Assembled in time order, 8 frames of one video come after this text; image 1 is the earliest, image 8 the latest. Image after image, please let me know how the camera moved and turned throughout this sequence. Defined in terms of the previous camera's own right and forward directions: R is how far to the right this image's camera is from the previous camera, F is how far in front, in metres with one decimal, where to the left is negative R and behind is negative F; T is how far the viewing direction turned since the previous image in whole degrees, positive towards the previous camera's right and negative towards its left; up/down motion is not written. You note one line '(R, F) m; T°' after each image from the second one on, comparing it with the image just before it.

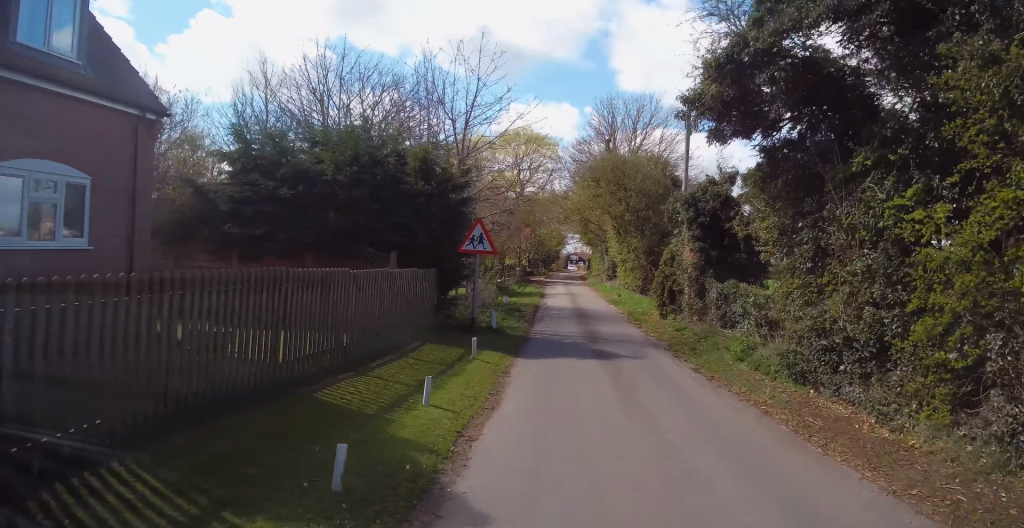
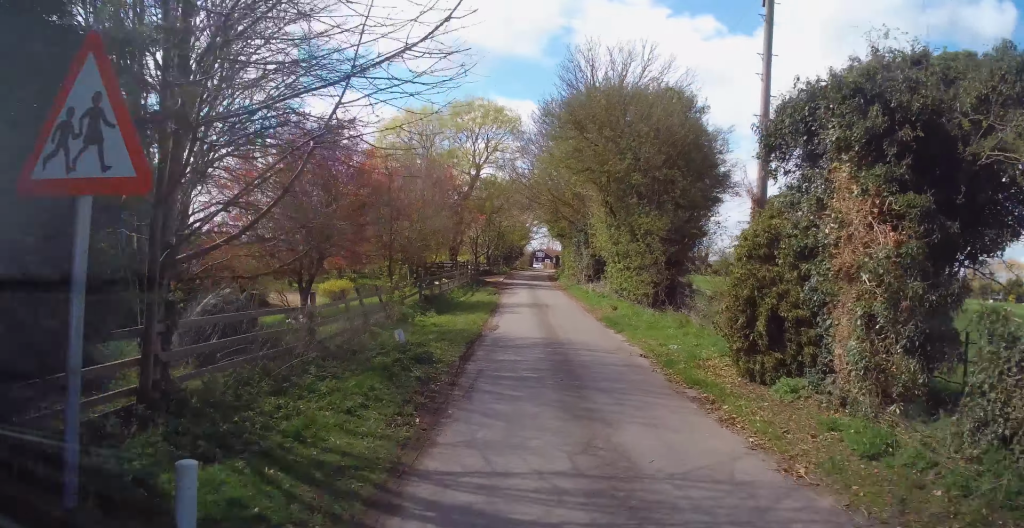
(-0.5, +11.0) m; +3°
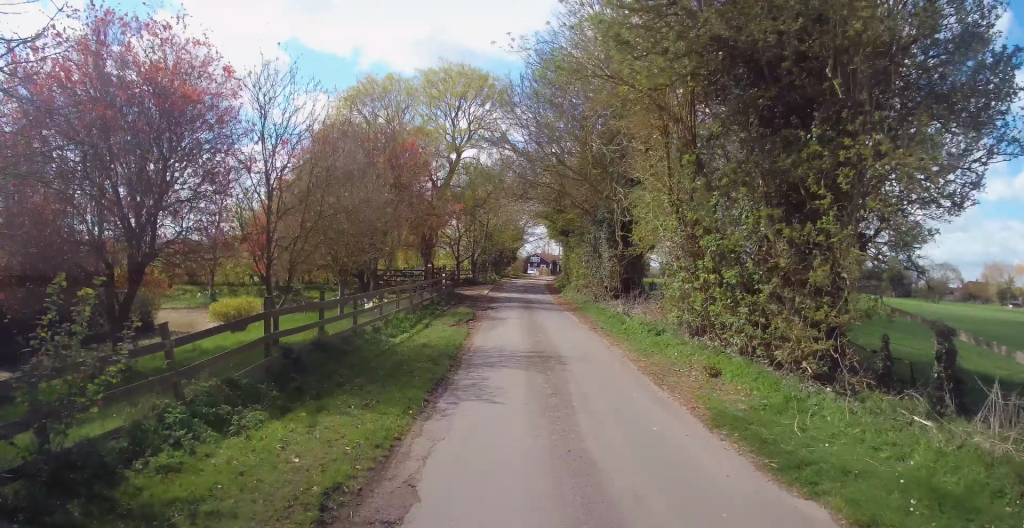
(+0.9, +11.3) m; 0°
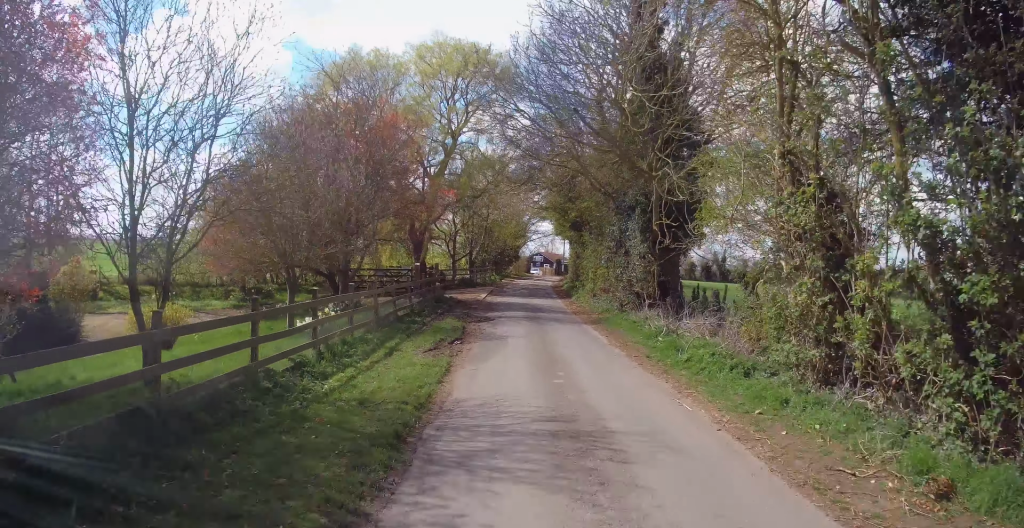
(-0.5, +4.8) m; -1°
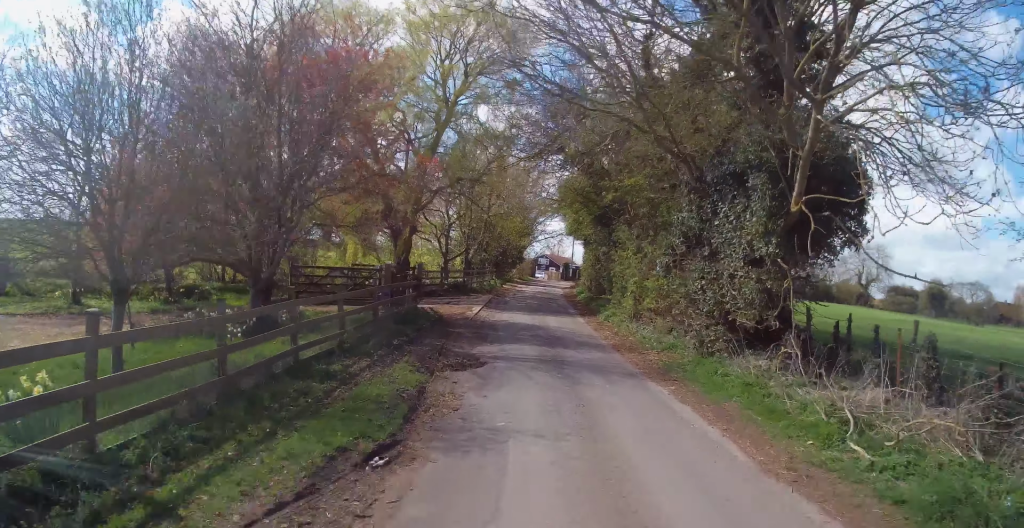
(+0.1, +7.9) m; +1°
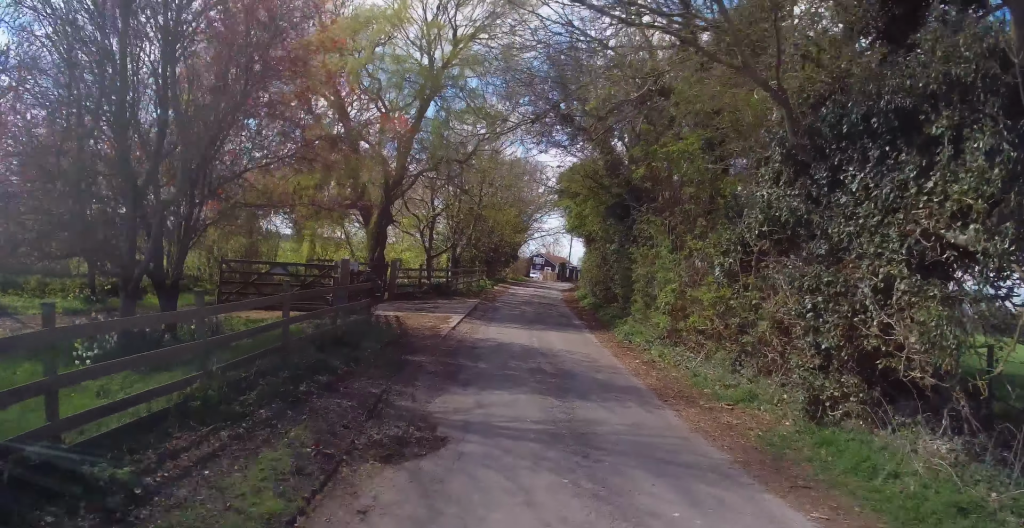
(+0.1, +5.2) m; 0°
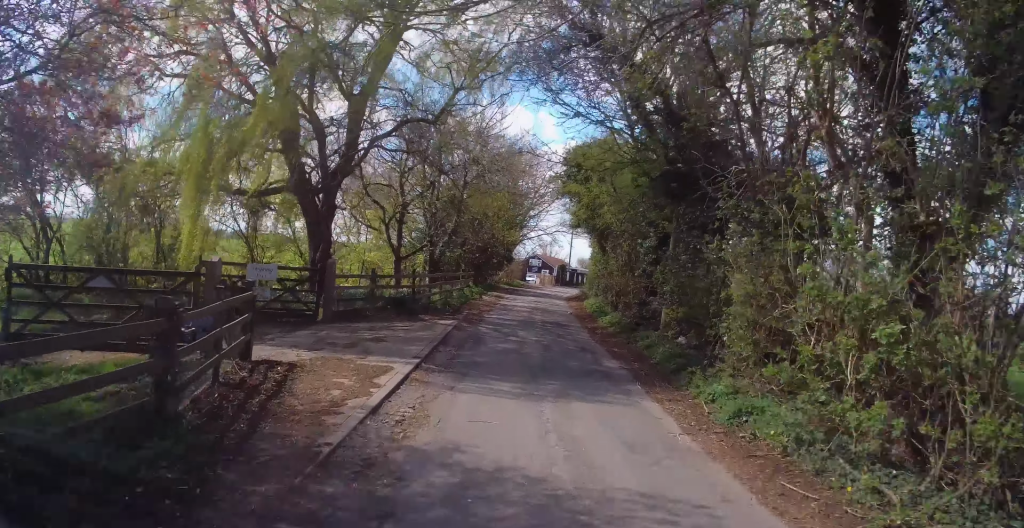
(-0.1, +7.8) m; -3°
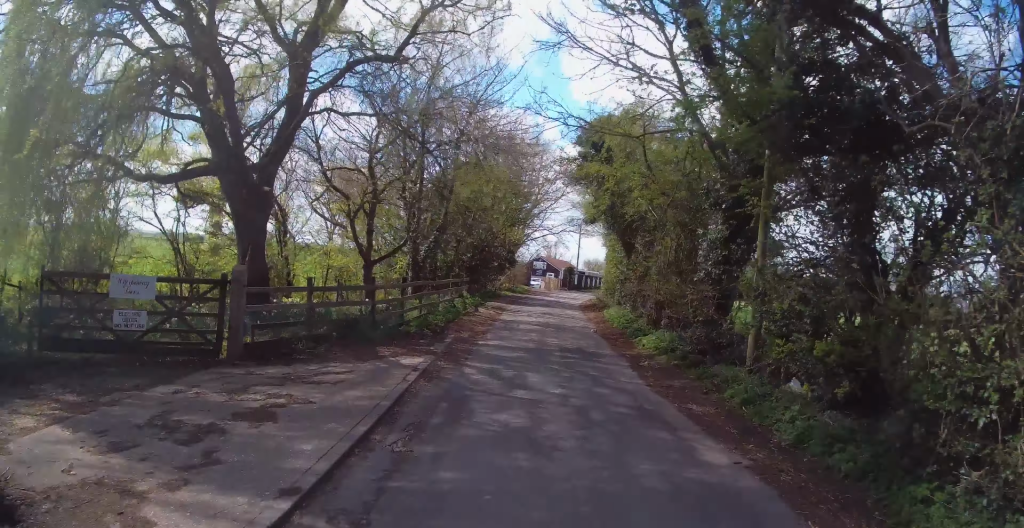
(-0.3, +5.7) m; 0°
